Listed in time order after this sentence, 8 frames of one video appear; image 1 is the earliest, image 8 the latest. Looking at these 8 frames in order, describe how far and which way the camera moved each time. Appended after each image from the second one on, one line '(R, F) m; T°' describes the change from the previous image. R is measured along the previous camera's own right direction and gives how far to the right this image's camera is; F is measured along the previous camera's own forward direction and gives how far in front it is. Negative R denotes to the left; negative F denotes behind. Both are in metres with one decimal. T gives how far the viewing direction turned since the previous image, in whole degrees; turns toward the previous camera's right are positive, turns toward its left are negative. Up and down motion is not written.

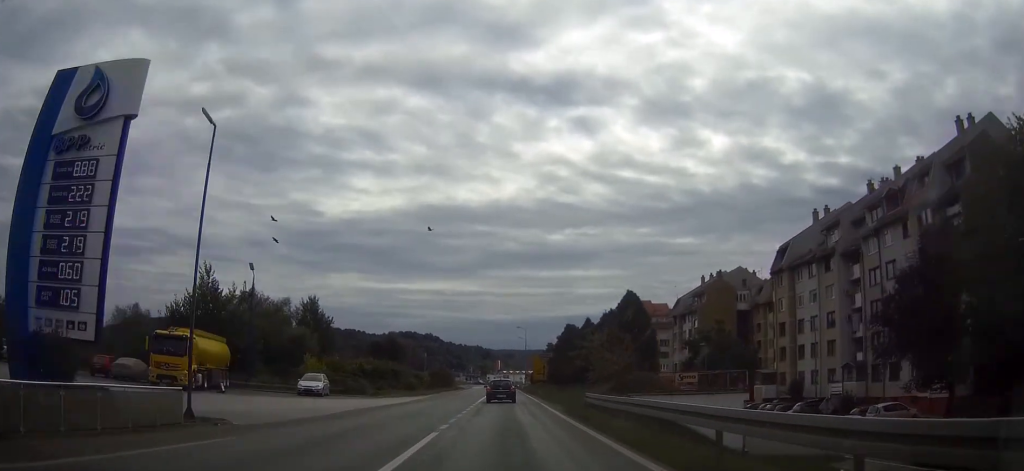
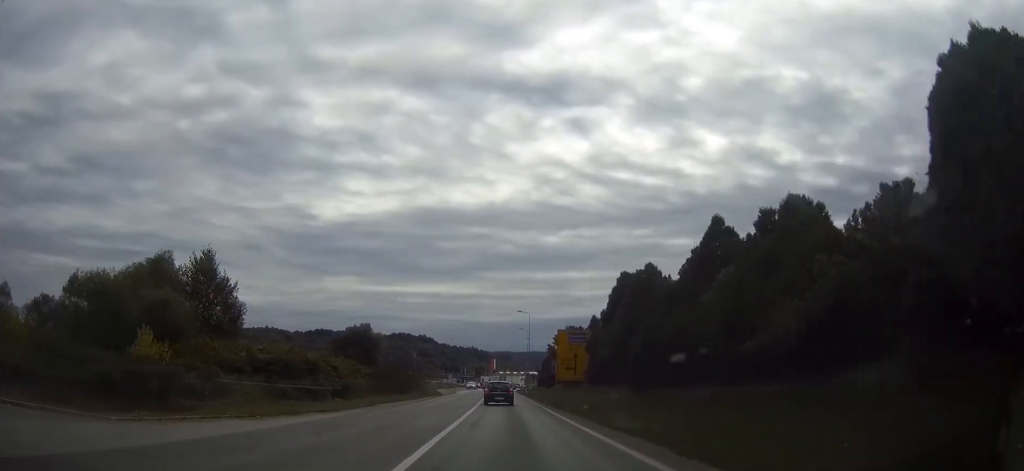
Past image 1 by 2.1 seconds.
(+0.2, +33.9) m; 0°
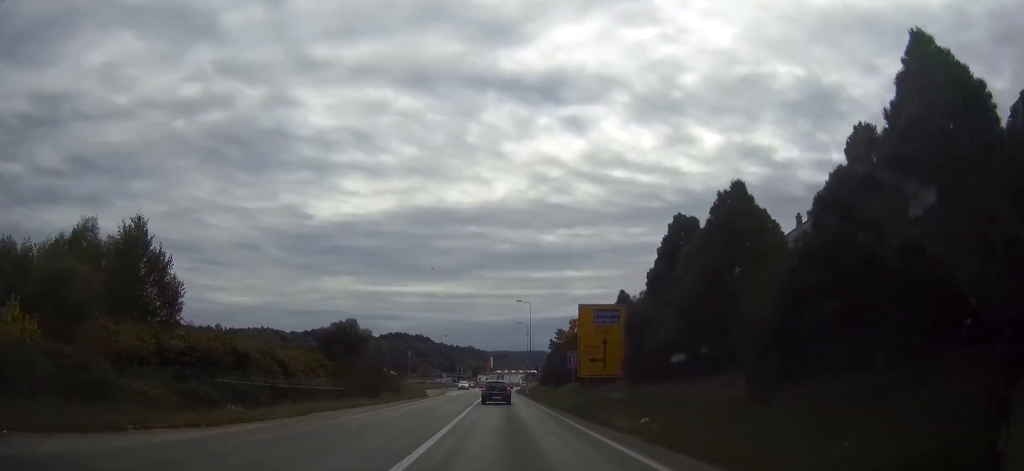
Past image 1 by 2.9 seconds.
(0.0, +12.6) m; 0°
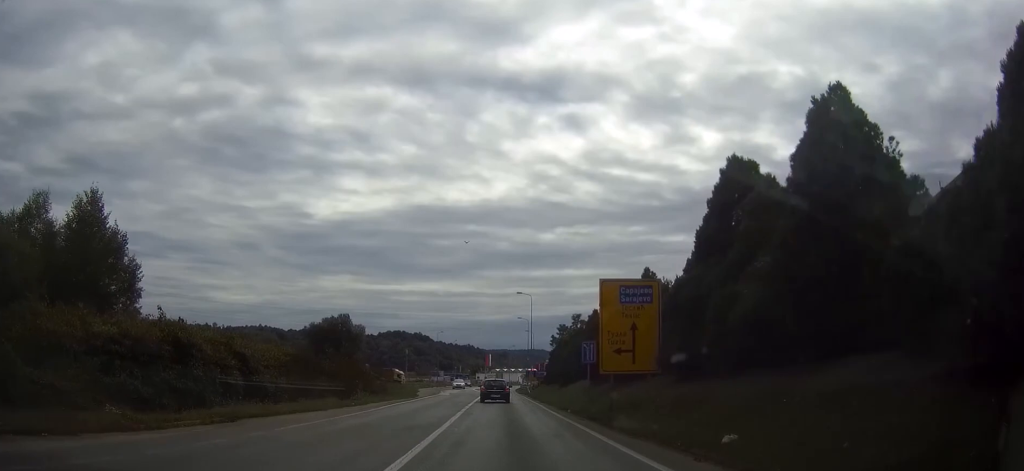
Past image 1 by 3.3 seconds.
(0.0, +6.5) m; 0°
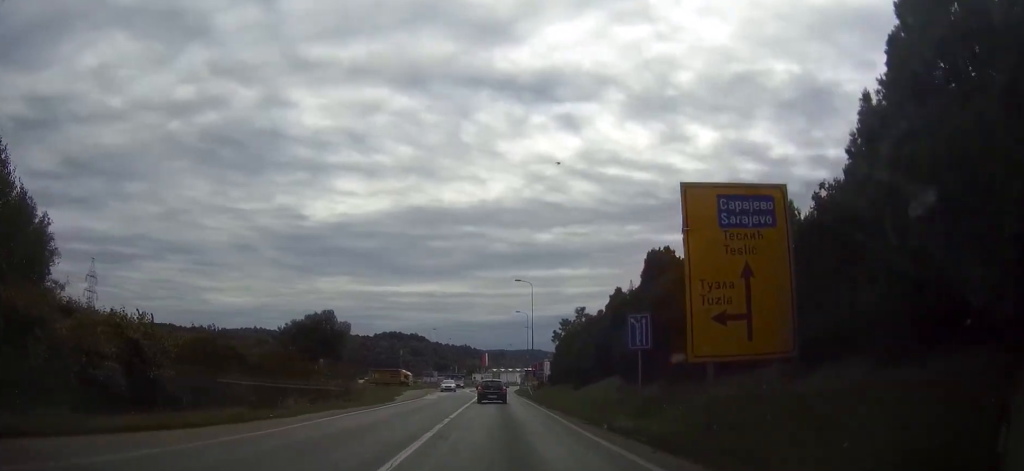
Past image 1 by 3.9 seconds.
(0.0, +10.8) m; 0°
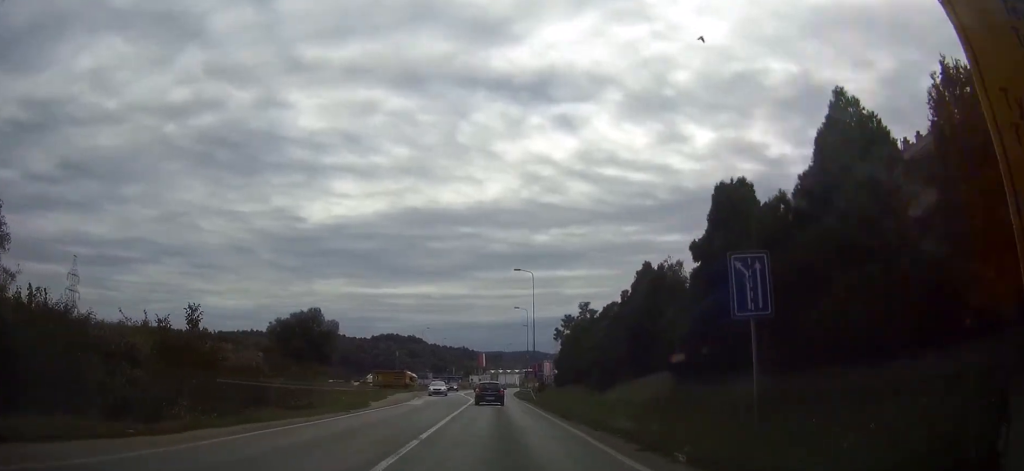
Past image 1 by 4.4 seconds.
(+0.1, +8.1) m; 0°
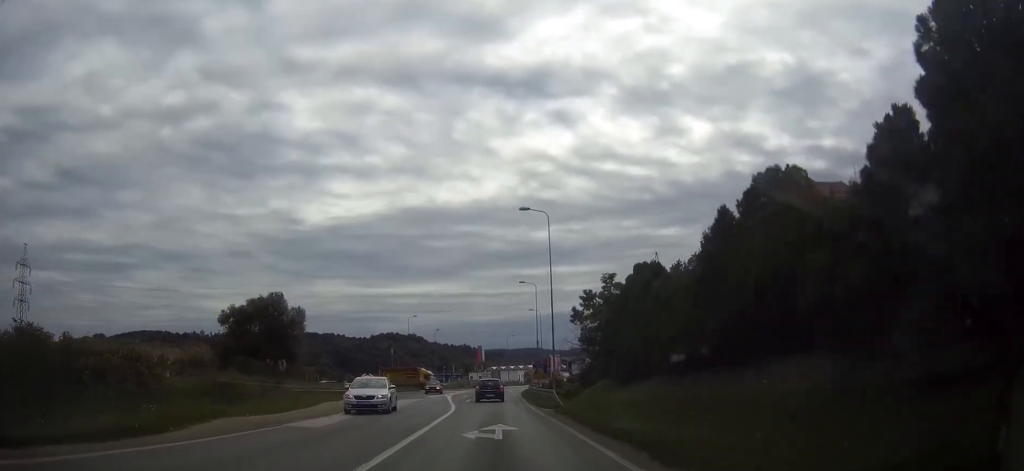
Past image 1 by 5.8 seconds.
(-0.1, +22.4) m; 0°
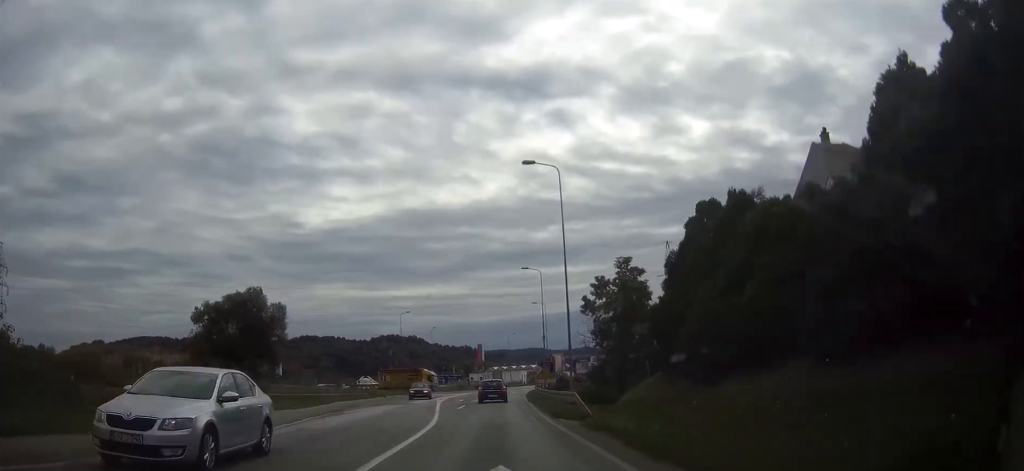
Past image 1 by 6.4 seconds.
(0.0, +9.8) m; 0°
